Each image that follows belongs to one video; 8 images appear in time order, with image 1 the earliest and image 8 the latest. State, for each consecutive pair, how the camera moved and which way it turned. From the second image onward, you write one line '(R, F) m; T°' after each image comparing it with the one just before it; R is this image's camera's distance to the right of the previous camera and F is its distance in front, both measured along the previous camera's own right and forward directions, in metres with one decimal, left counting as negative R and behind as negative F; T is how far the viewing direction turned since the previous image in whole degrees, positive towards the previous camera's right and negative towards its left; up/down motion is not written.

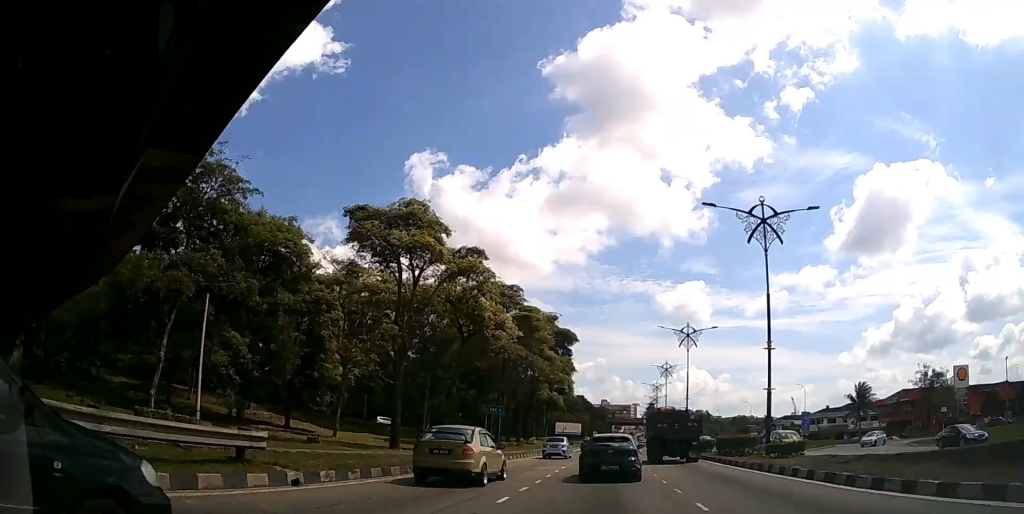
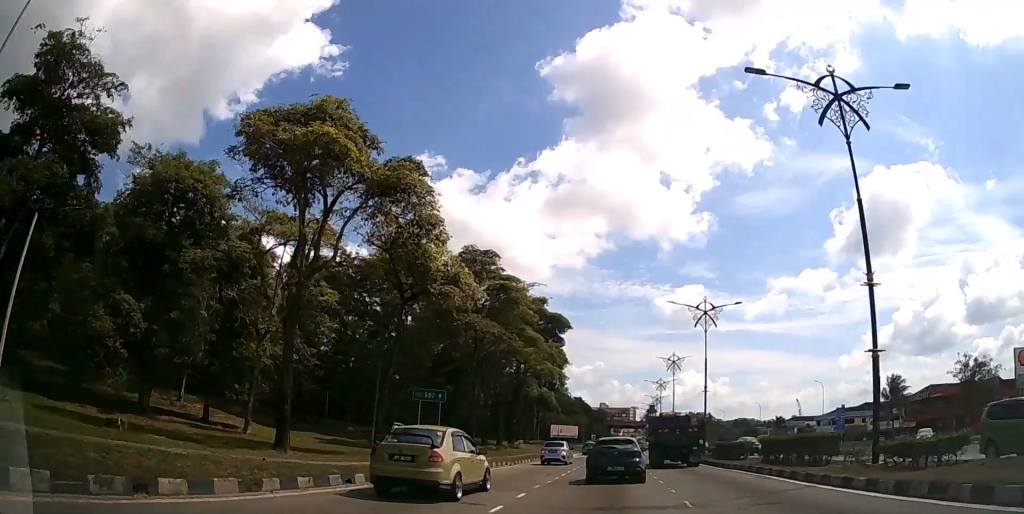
(+0.1, +11.4) m; +1°
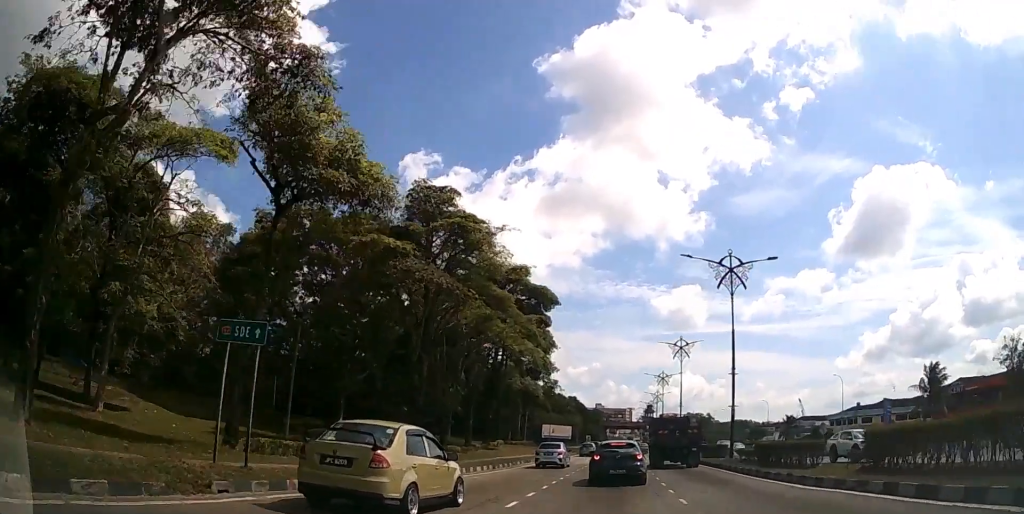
(+0.1, +11.1) m; +1°
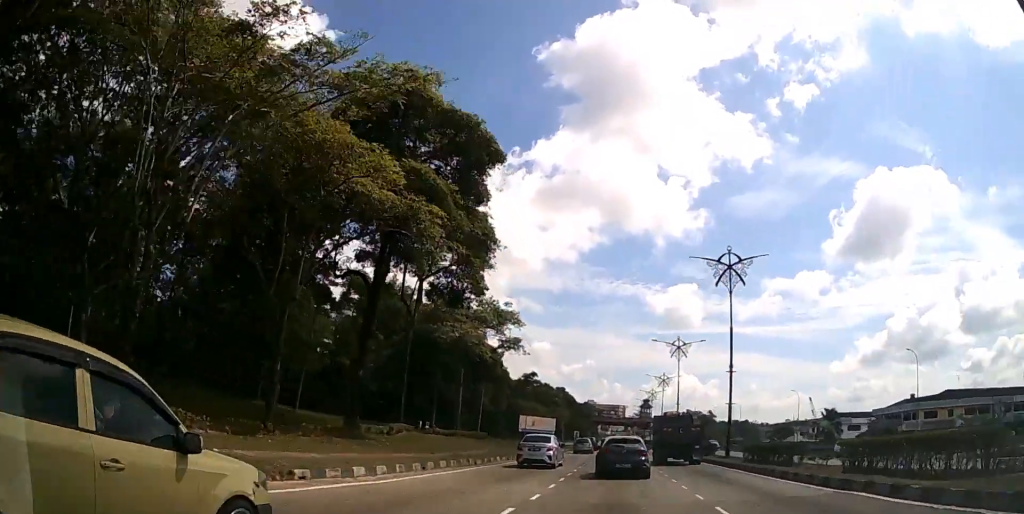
(+0.2, +28.7) m; 0°
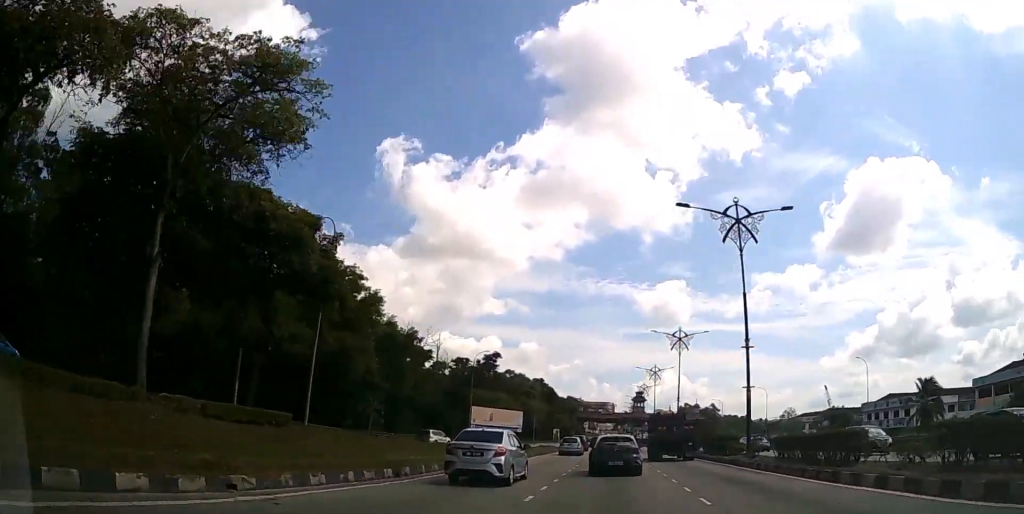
(+0.2, +36.4) m; +1°
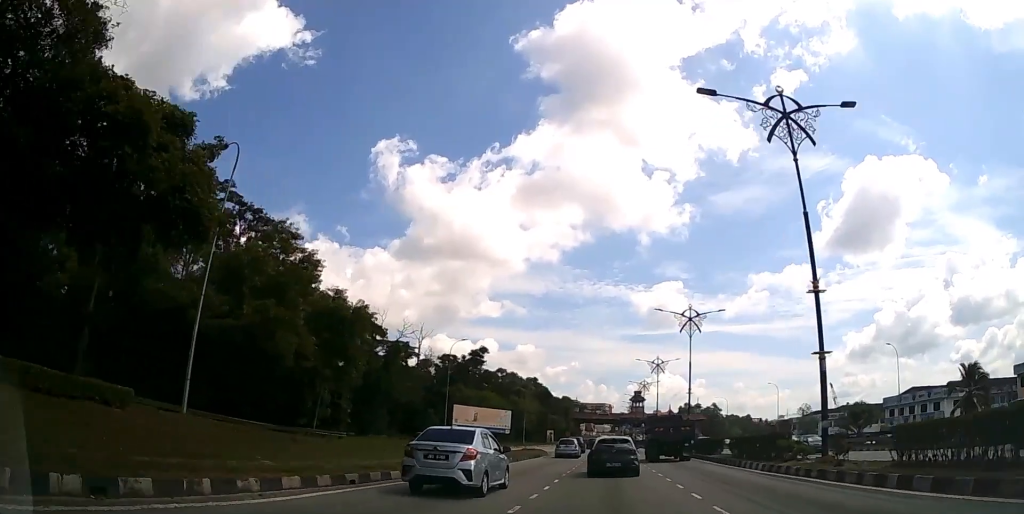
(0.0, +9.5) m; 0°
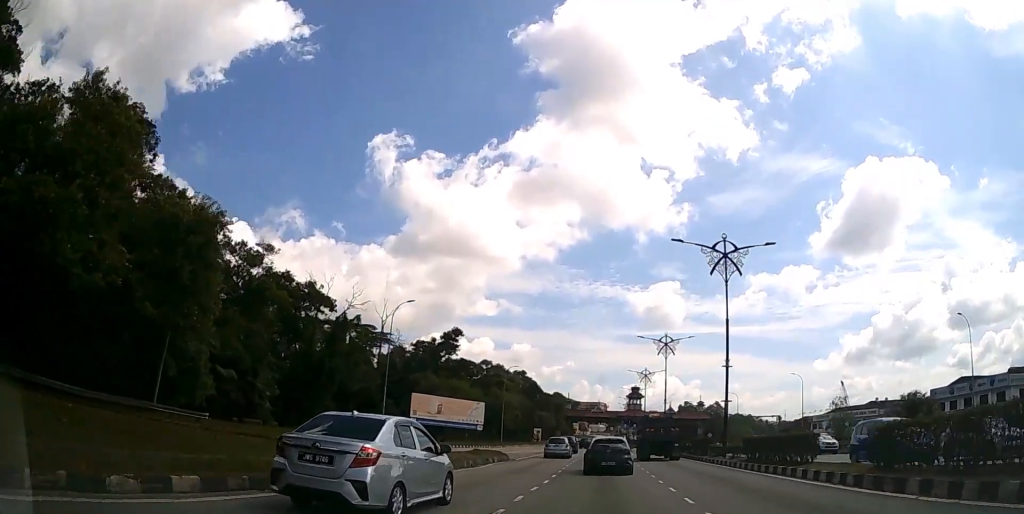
(+0.1, +17.1) m; 0°
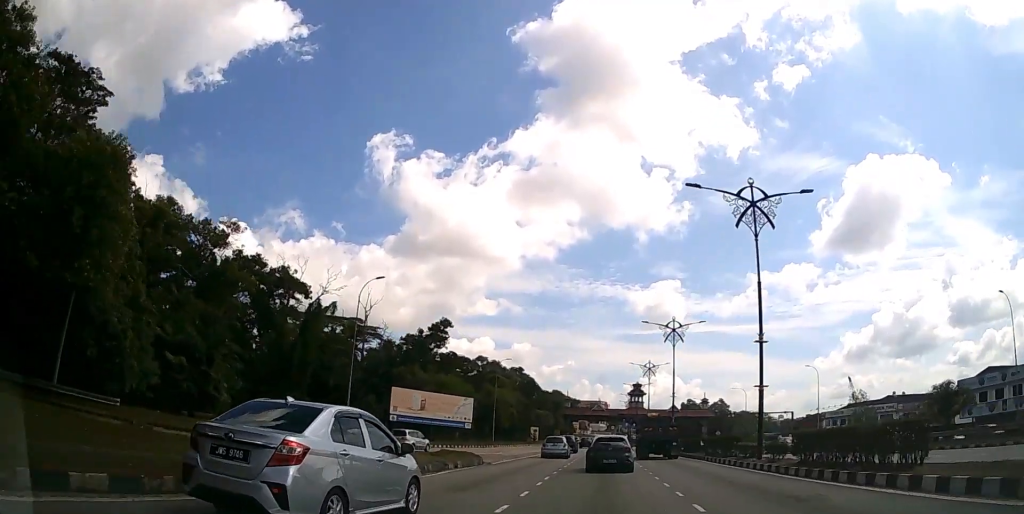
(0.0, +7.4) m; 0°
